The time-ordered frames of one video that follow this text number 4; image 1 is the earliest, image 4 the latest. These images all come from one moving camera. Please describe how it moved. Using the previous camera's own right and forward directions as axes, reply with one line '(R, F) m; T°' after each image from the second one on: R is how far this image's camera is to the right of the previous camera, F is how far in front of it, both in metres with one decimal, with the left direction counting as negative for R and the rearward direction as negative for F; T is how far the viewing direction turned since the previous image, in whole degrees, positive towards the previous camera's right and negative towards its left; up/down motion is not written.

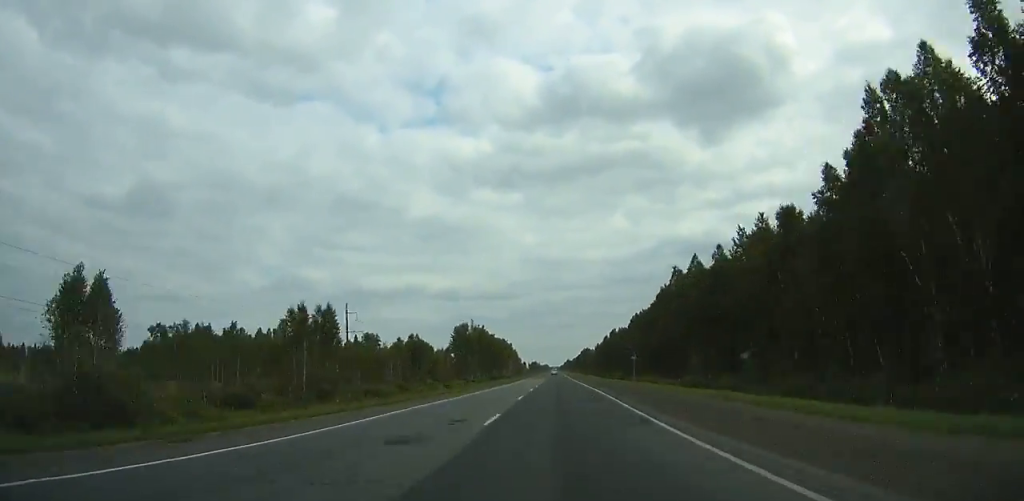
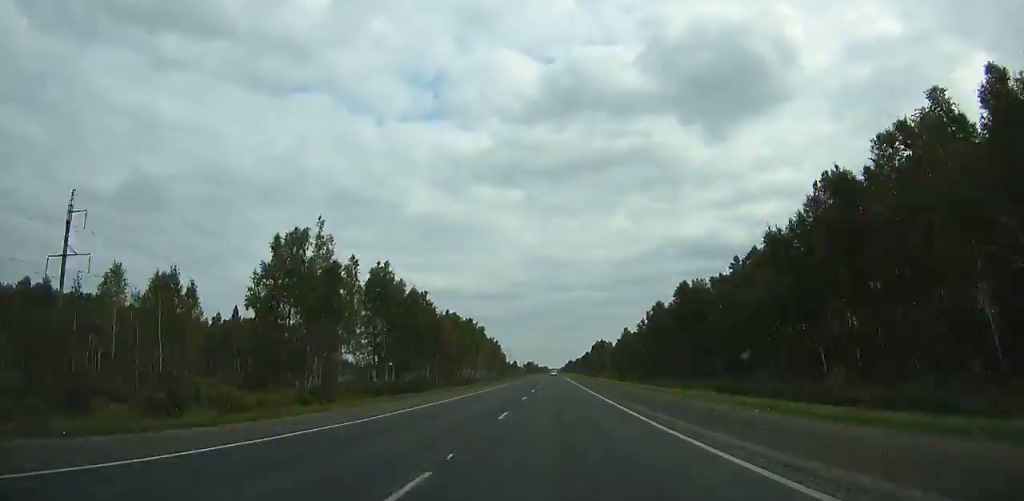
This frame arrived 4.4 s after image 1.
(+0.1, +105.1) m; 0°
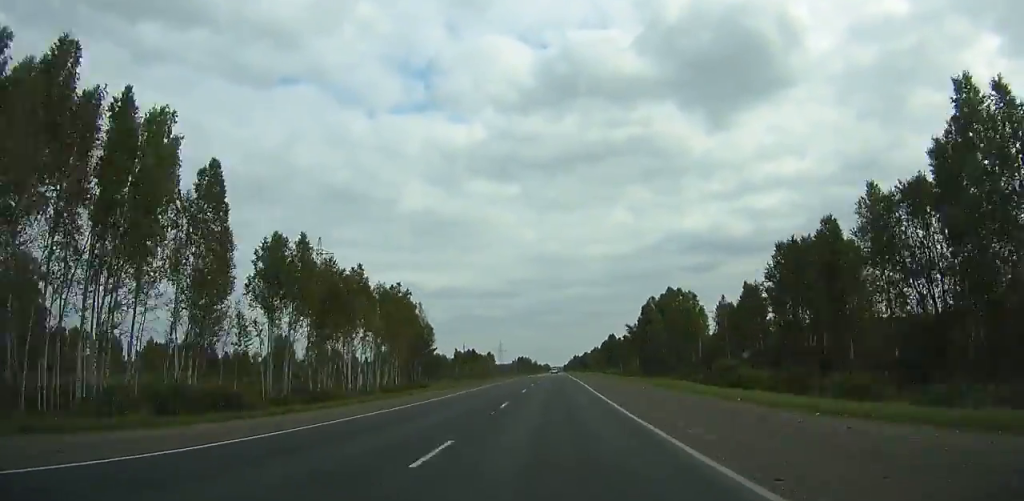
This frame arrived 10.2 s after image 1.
(-0.7, +139.8) m; 0°
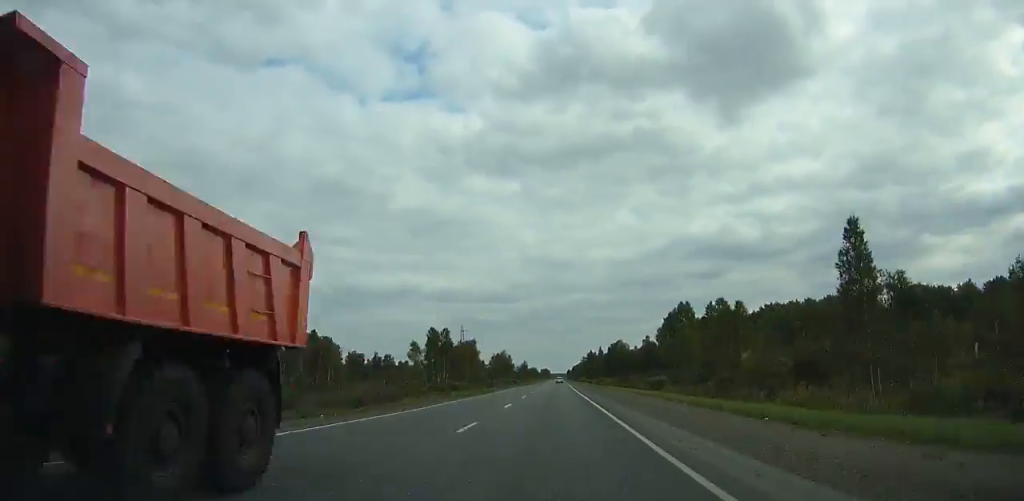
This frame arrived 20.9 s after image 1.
(+0.9, +258.8) m; 0°
